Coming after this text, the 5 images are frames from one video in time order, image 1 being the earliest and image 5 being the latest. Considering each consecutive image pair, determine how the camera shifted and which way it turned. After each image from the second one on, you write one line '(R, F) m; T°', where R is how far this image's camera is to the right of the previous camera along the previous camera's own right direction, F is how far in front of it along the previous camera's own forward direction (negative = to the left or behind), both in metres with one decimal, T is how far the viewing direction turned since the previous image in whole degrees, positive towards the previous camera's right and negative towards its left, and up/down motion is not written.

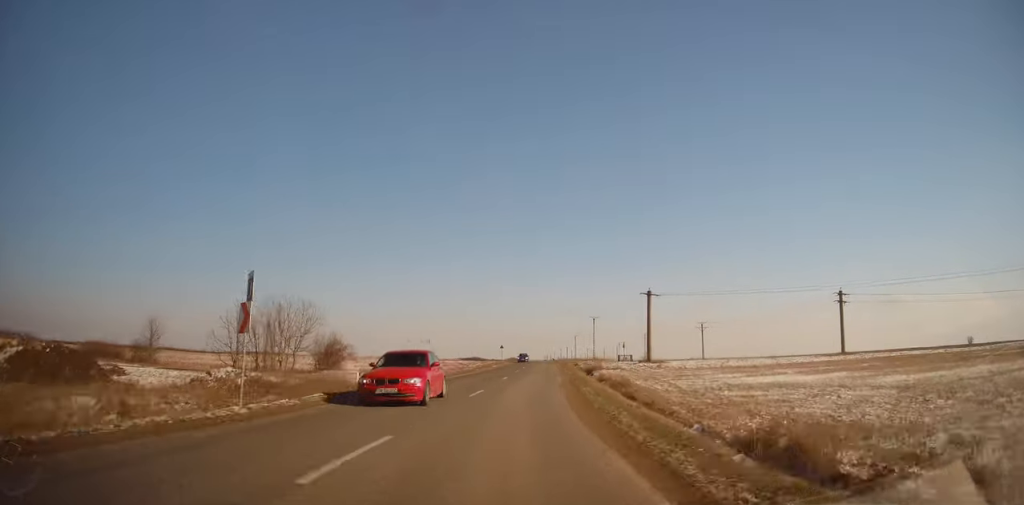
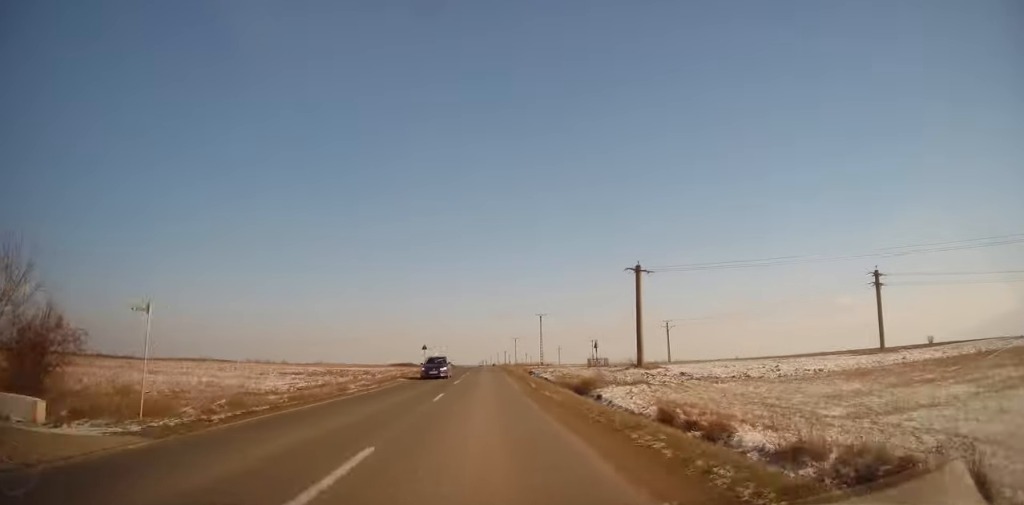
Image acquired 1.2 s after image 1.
(+2.0, +23.6) m; +8°
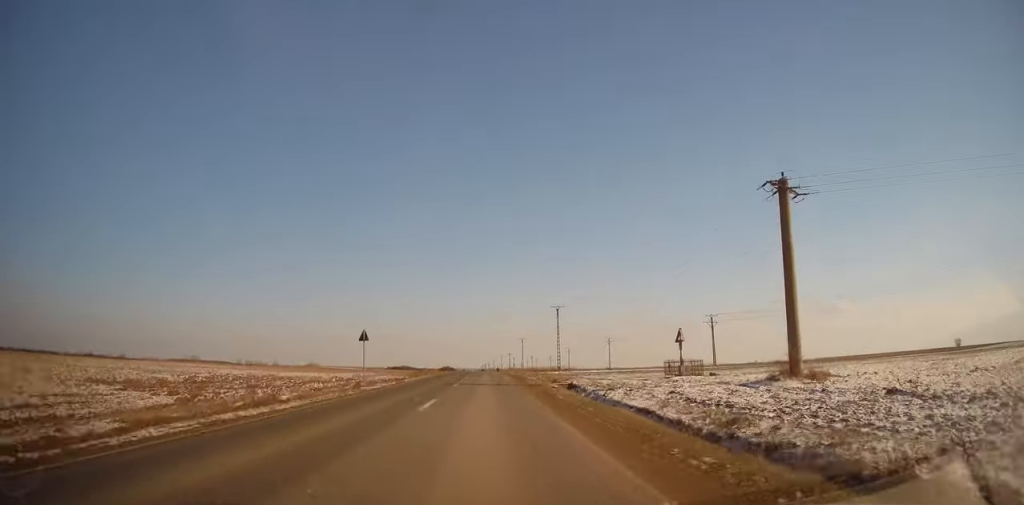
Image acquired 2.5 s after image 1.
(+1.5, +26.5) m; +3°
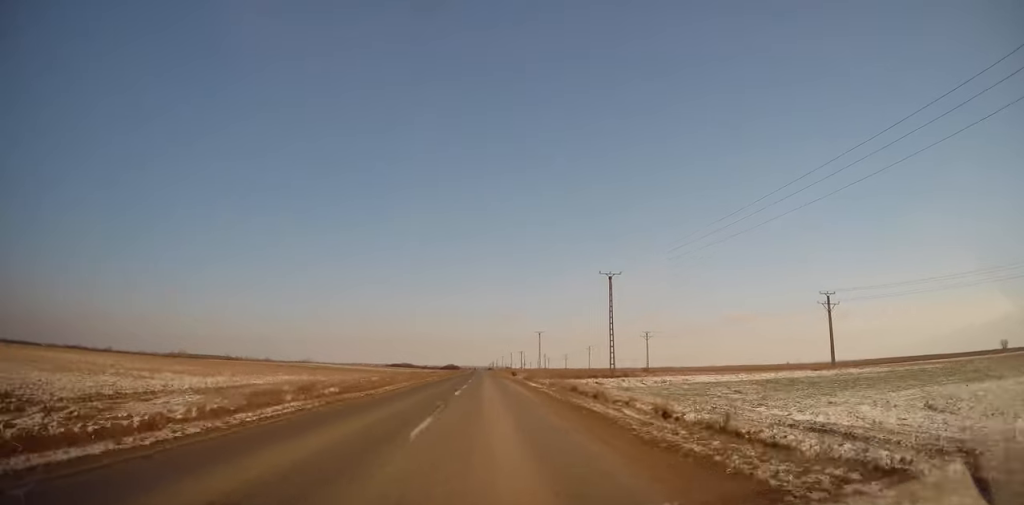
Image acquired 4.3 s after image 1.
(-0.8, +39.1) m; -1°
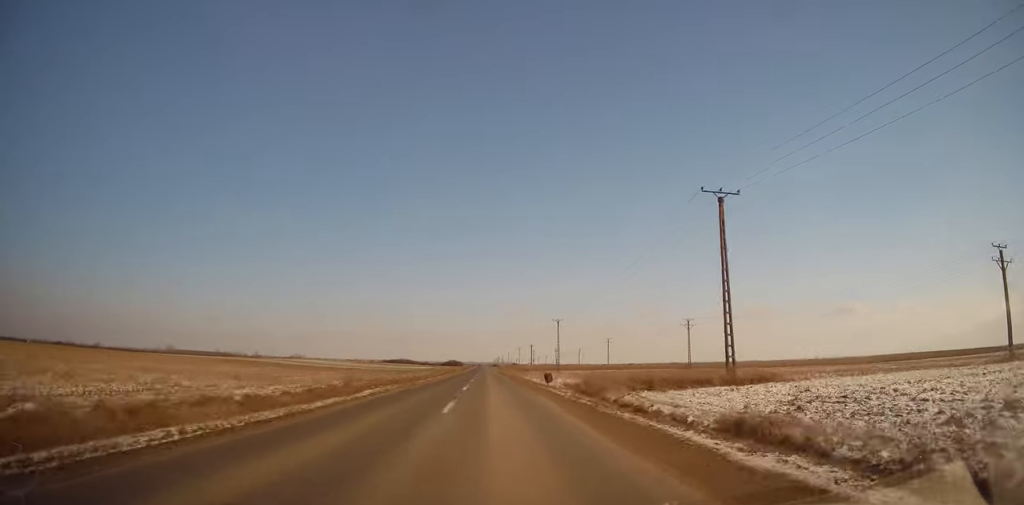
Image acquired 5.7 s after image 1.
(0.0, +31.4) m; 0°
